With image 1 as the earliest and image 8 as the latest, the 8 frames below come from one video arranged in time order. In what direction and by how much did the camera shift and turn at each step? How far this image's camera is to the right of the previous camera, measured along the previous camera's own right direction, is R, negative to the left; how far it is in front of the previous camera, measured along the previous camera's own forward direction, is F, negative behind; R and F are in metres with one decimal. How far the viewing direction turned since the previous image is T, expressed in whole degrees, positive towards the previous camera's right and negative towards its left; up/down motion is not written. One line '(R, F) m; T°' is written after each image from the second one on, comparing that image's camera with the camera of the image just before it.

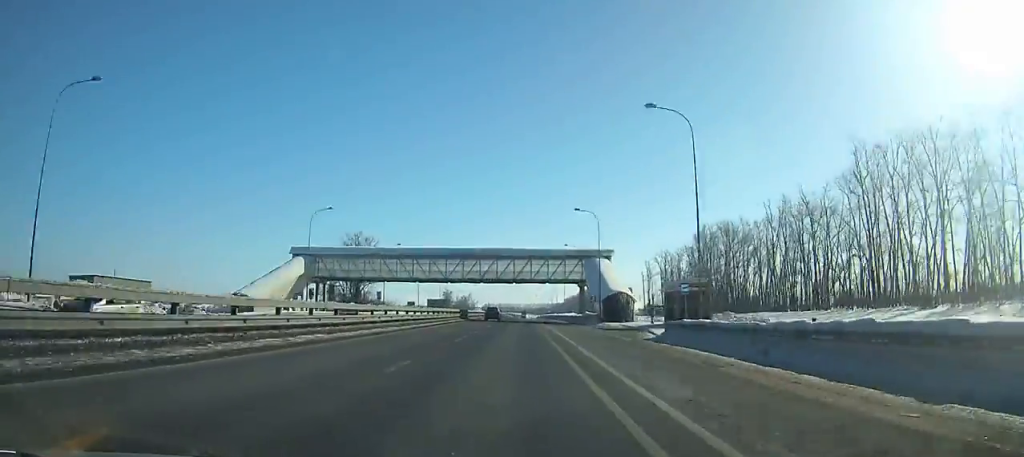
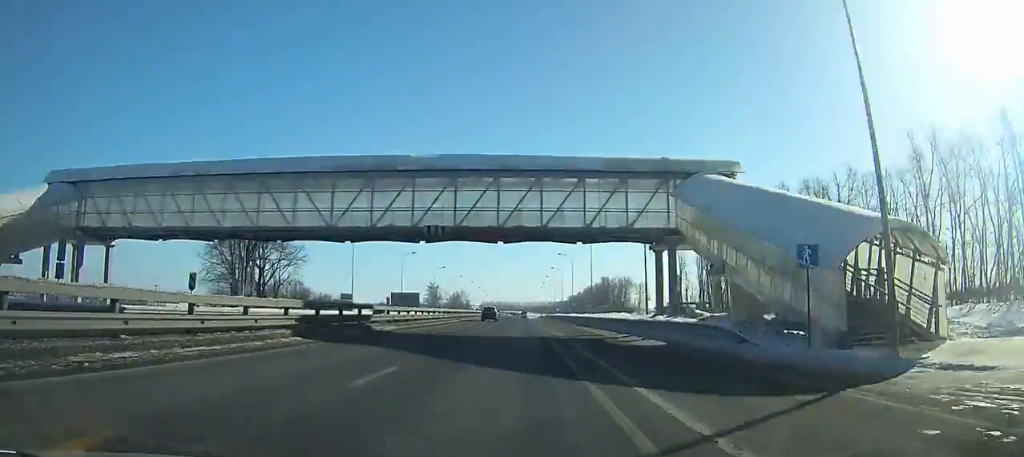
(-0.3, +50.0) m; 0°
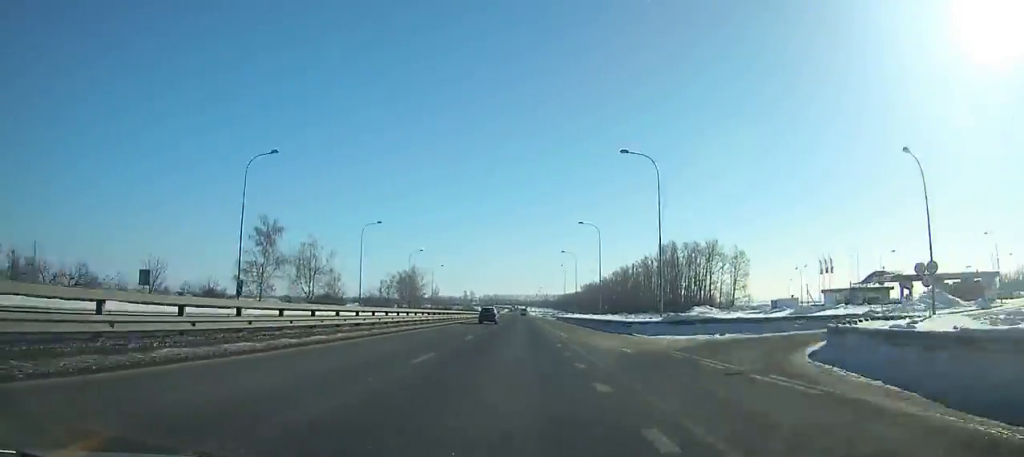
(-0.7, +164.4) m; 0°
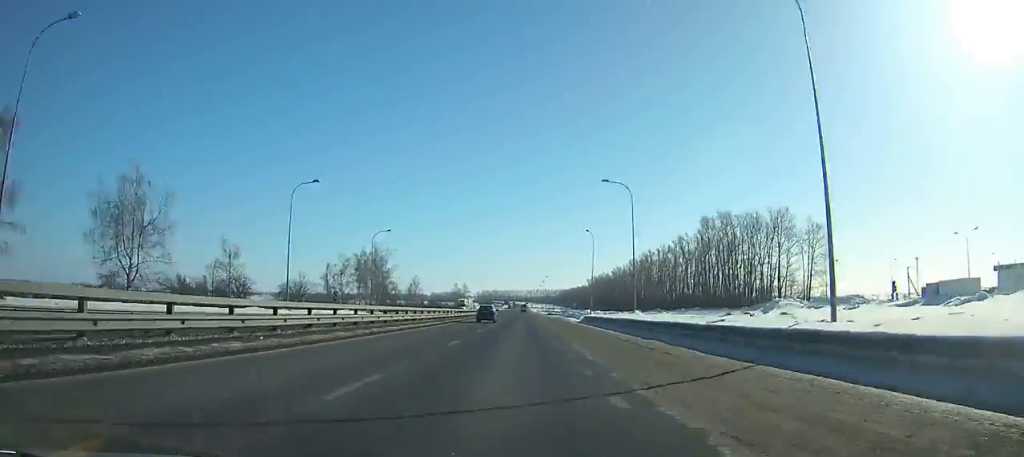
(-0.1, +54.2) m; 0°
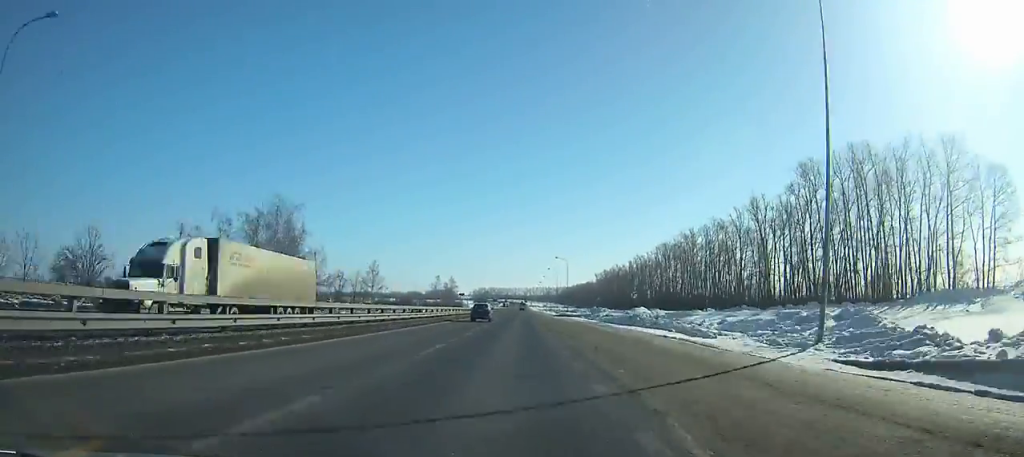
(+0.2, +62.2) m; 0°
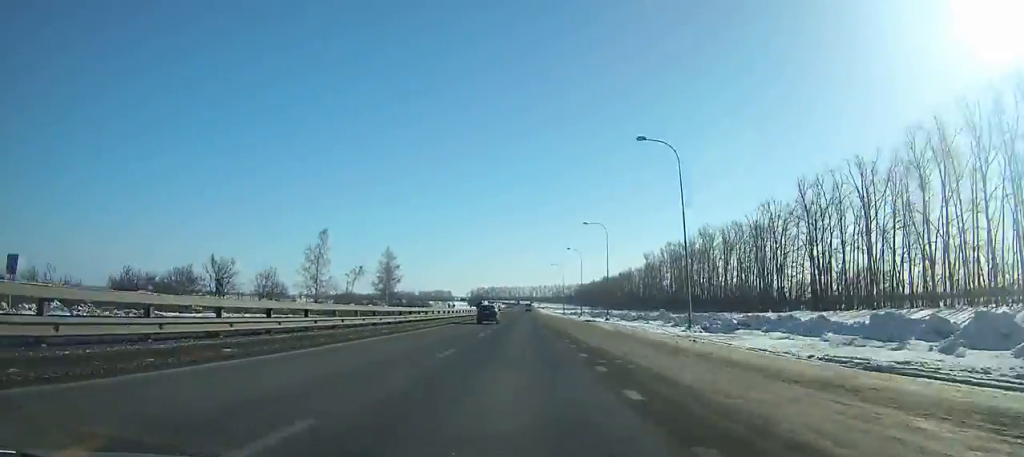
(-0.2, +159.1) m; 0°
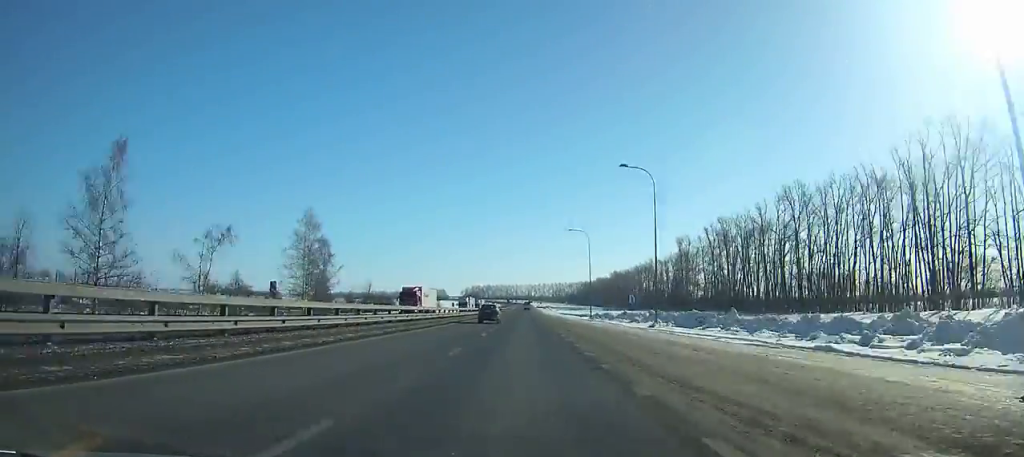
(+0.1, +59.4) m; 0°
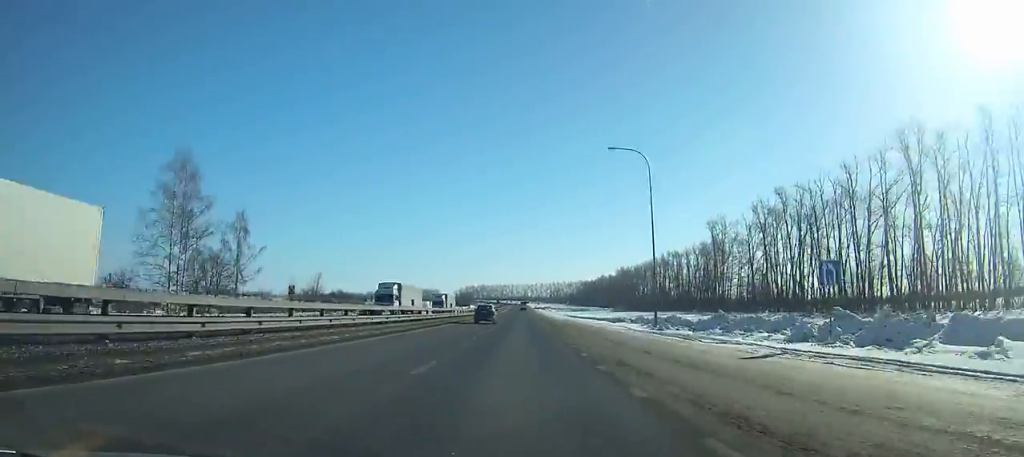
(0.0, +40.4) m; 0°
